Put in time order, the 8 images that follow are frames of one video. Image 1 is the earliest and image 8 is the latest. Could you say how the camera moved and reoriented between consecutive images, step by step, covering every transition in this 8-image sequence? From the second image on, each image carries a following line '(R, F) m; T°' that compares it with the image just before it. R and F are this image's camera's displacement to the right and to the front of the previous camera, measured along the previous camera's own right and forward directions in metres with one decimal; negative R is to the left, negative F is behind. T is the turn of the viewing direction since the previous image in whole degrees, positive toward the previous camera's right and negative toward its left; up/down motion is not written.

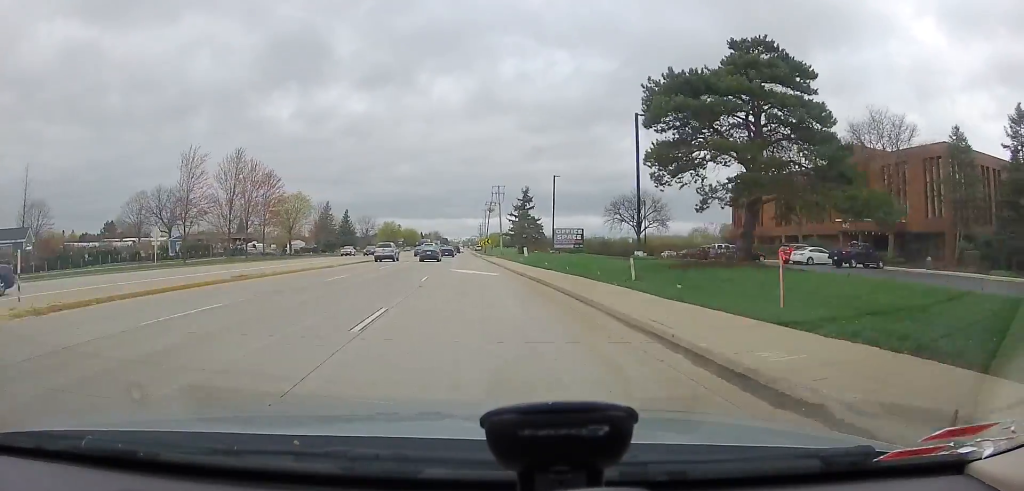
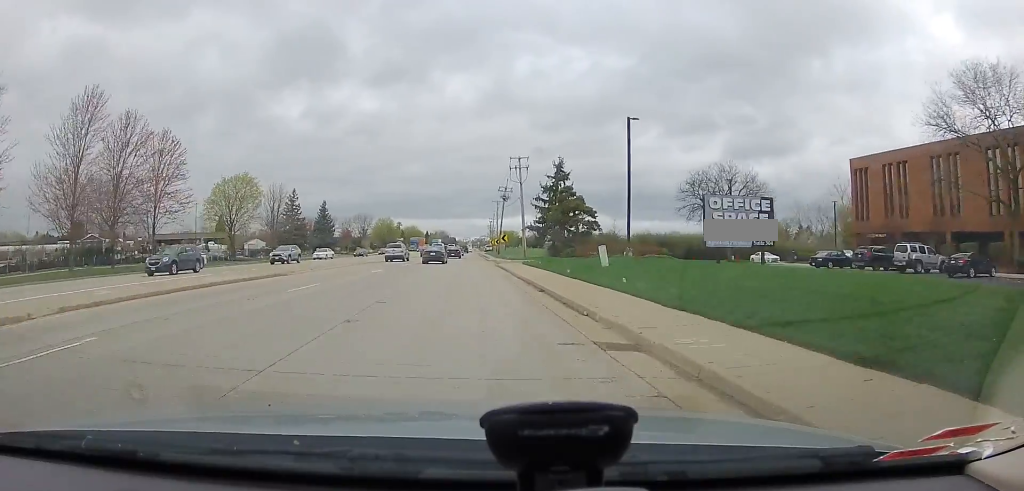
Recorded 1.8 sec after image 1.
(-0.1, +29.6) m; +1°
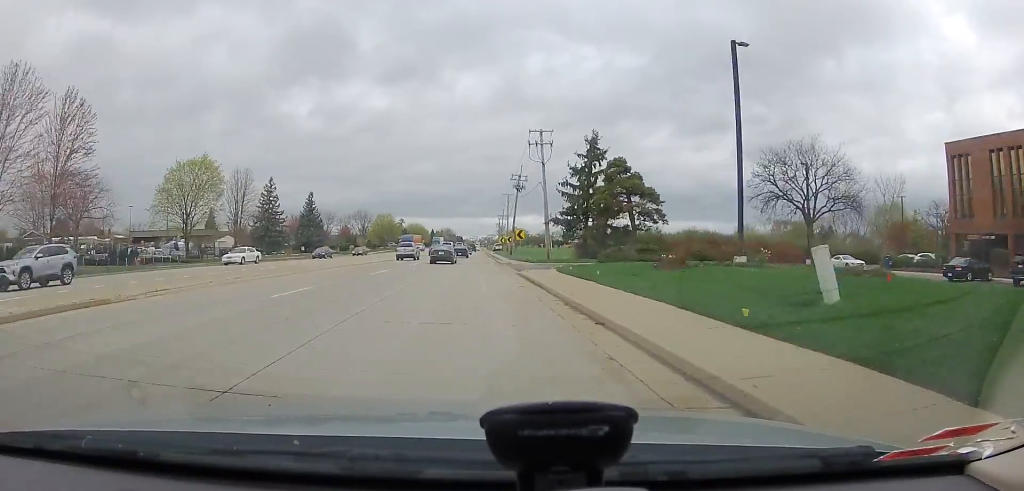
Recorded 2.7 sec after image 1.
(-0.4, +14.7) m; -3°
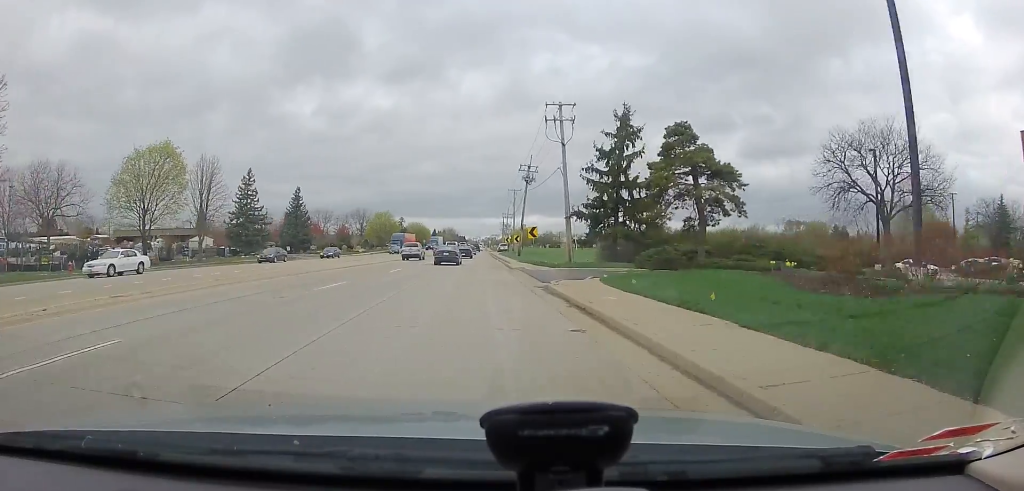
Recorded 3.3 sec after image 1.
(-0.3, +9.6) m; -1°
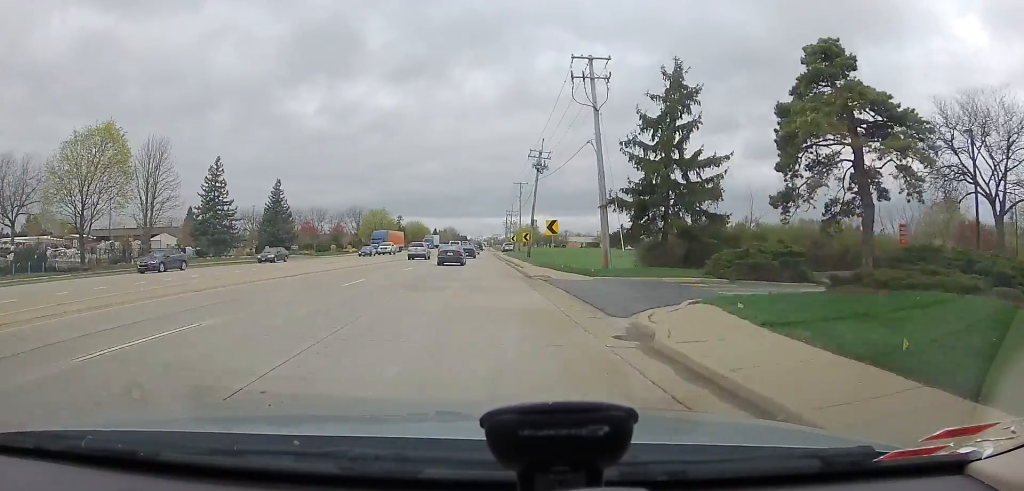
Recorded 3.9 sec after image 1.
(-0.3, +10.6) m; 0°
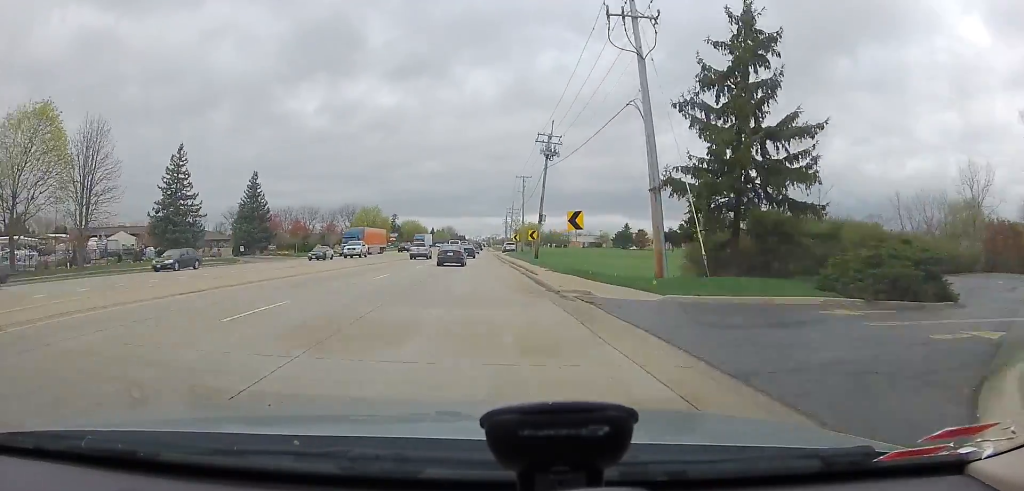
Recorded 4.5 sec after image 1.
(+0.4, +8.8) m; +1°
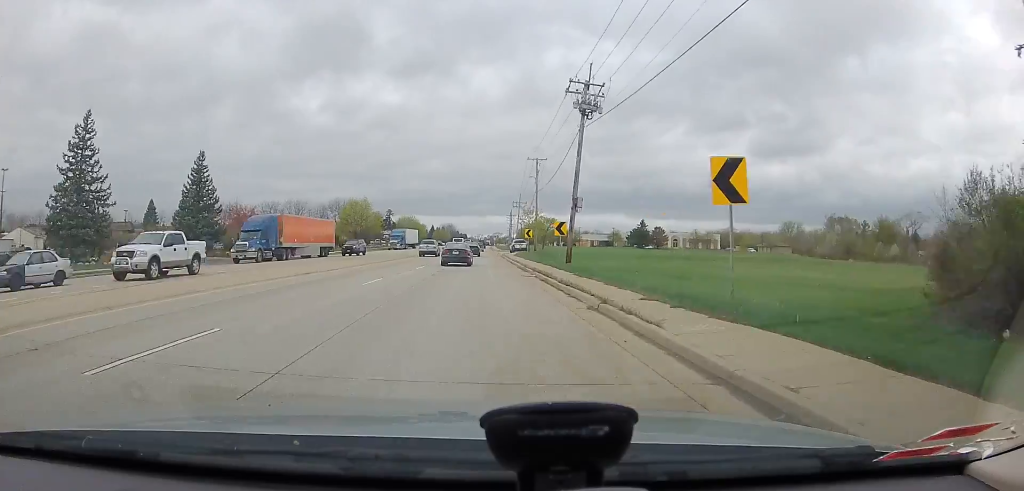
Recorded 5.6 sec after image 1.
(-0.2, +16.7) m; 0°
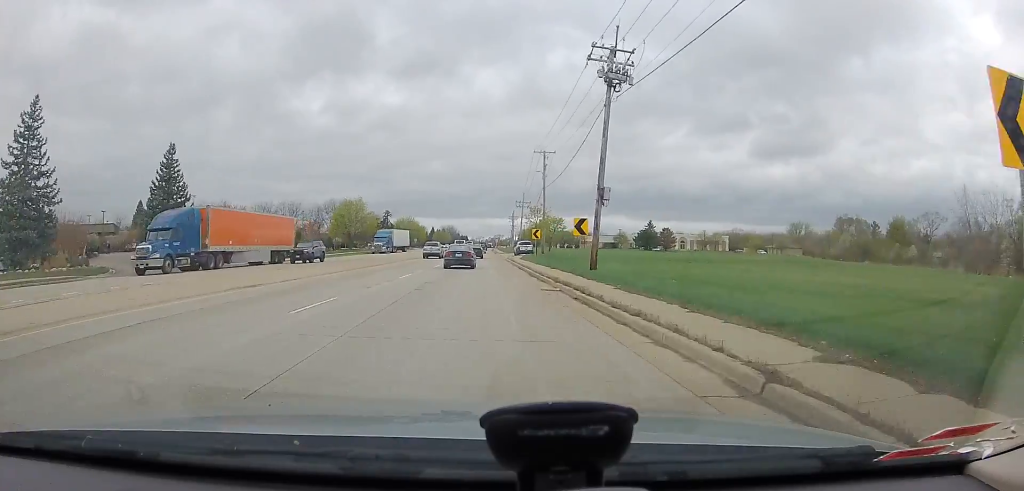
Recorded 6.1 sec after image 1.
(0.0, +6.8) m; 0°
